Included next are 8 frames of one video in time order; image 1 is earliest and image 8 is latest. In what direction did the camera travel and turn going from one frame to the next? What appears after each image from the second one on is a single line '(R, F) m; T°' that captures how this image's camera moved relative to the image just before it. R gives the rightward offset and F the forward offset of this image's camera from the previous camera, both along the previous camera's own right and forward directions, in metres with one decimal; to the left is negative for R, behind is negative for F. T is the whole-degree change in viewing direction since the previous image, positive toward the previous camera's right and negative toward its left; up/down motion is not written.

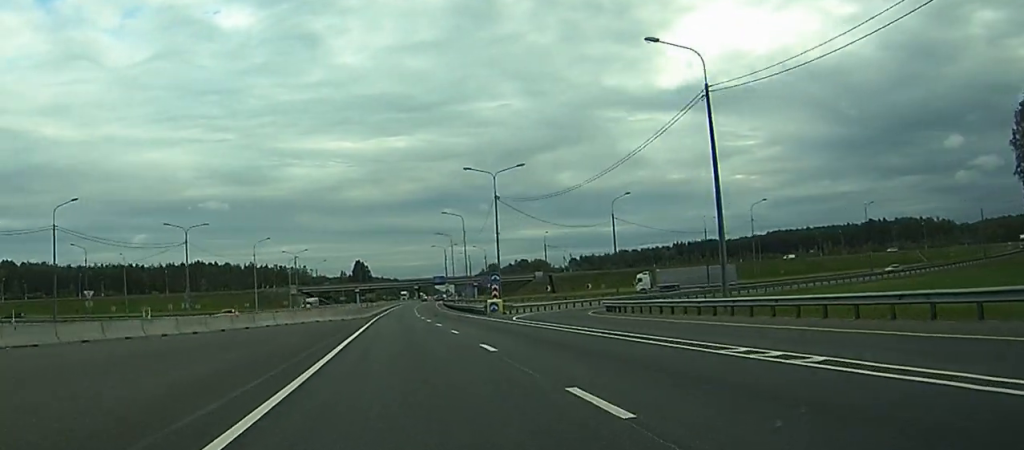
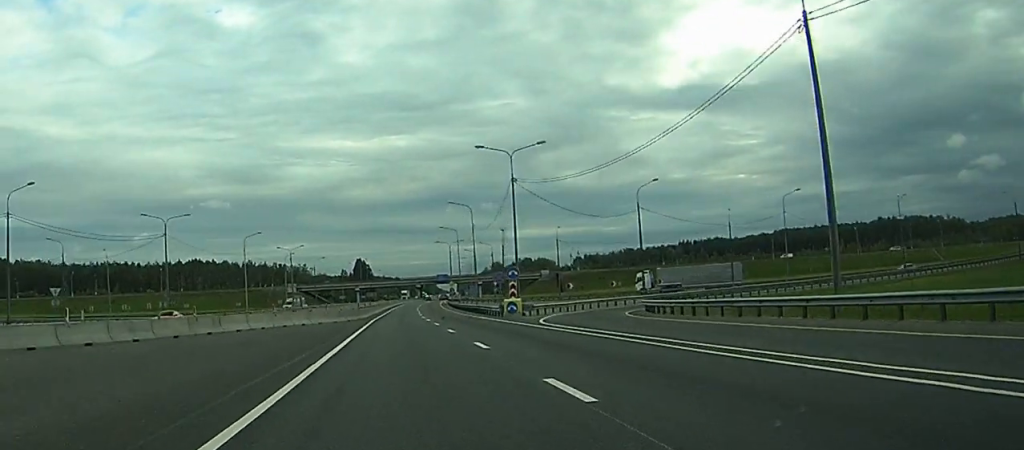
(-0.1, +10.4) m; 0°
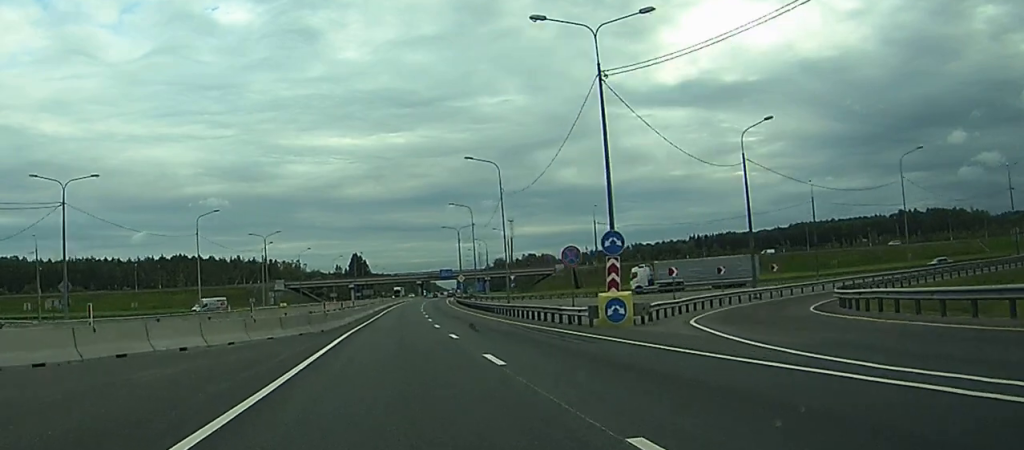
(-0.1, +29.5) m; 0°
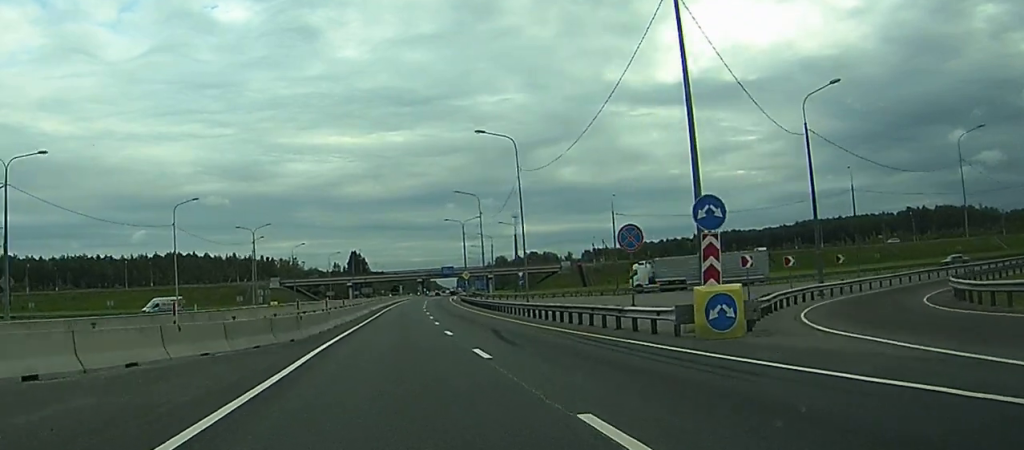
(0.0, +10.3) m; 0°
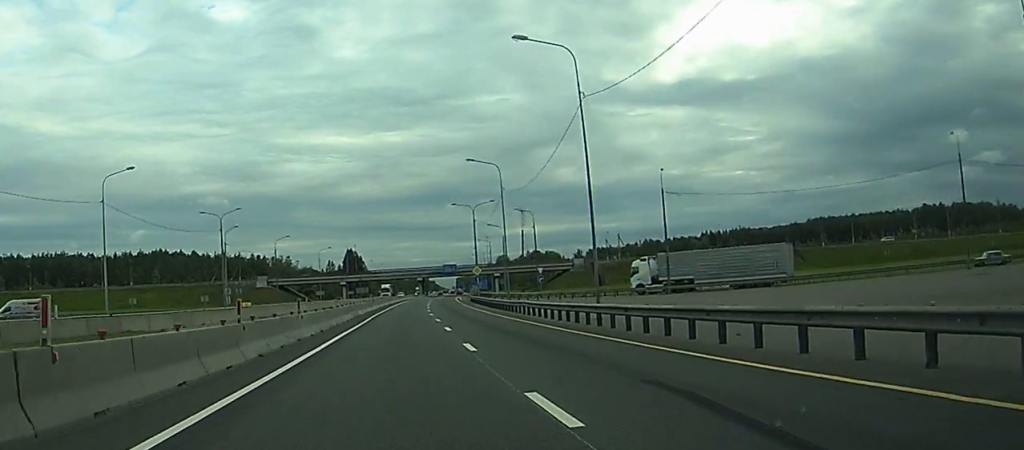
(0.0, +21.5) m; 0°
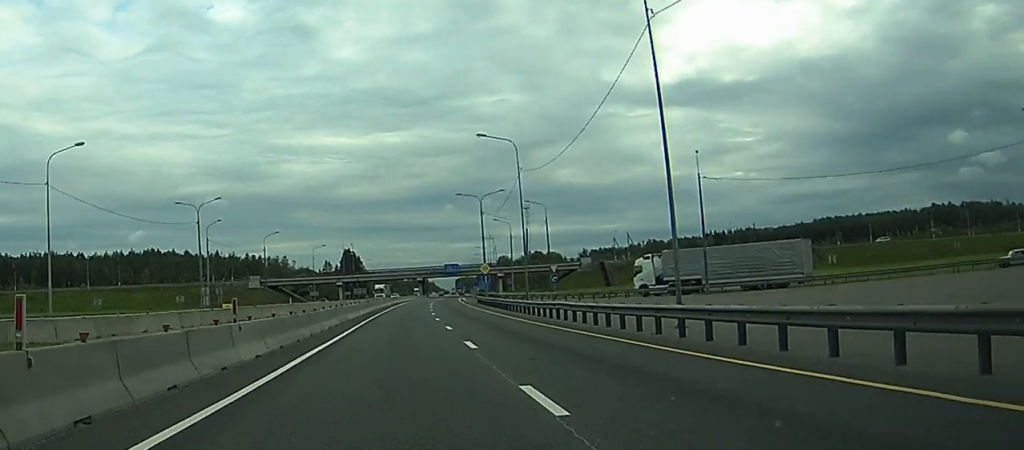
(-0.1, +11.1) m; 0°
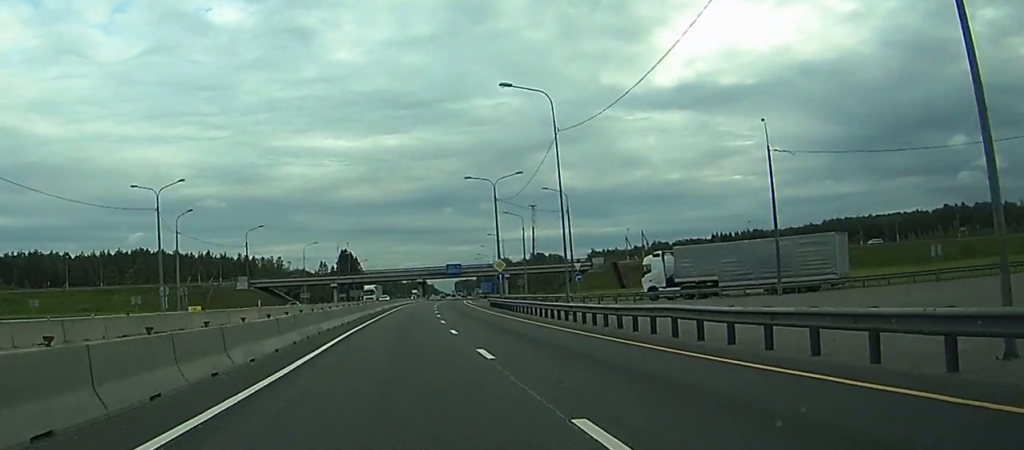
(0.0, +15.1) m; 0°
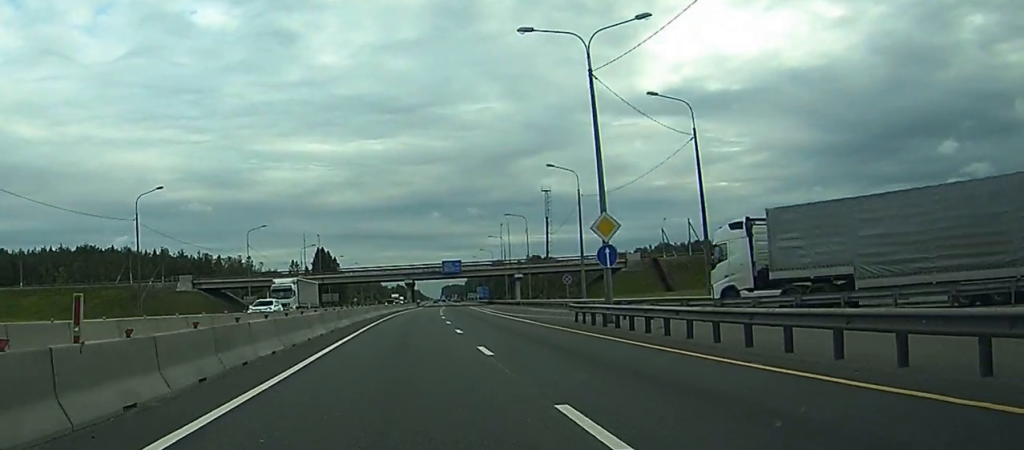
(+0.4, +46.1) m; +1°
